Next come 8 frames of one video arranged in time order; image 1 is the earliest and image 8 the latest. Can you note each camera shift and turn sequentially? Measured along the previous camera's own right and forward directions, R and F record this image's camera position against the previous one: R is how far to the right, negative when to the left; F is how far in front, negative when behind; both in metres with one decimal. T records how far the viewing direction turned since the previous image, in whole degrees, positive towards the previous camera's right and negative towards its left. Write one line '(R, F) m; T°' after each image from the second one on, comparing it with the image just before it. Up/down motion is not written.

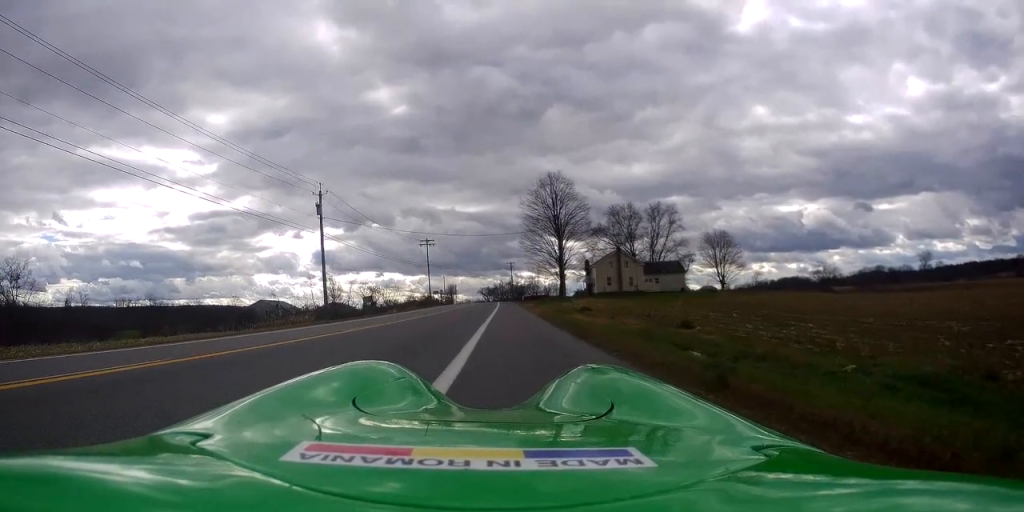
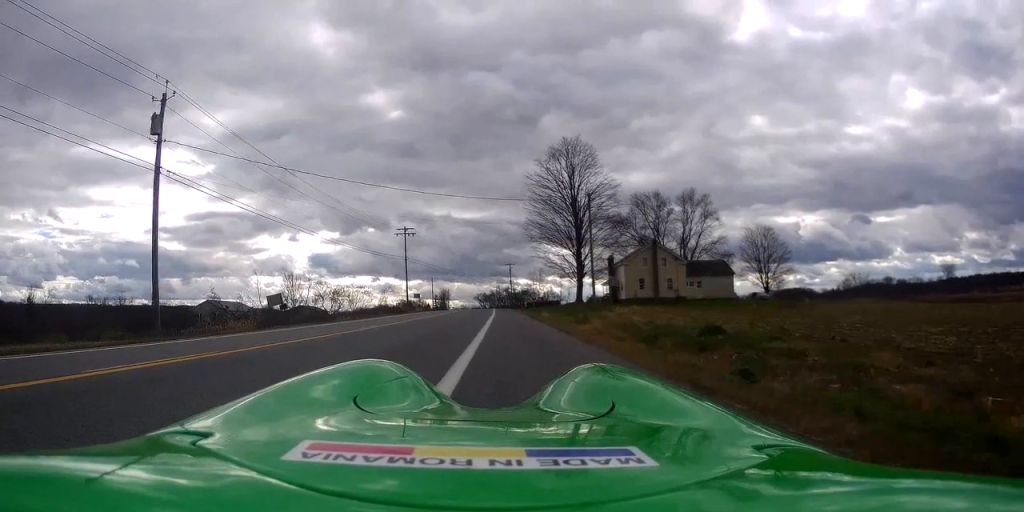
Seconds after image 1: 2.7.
(0.0, +22.6) m; 0°
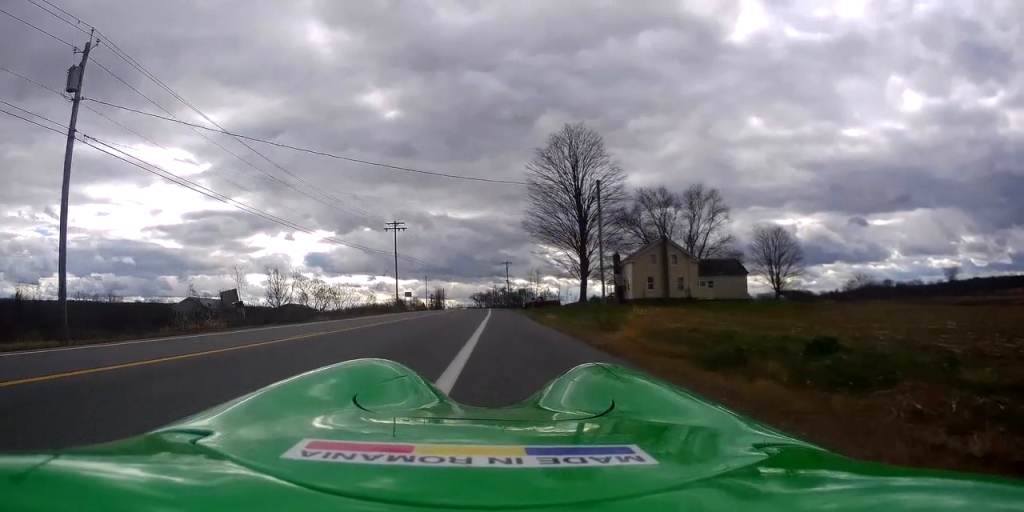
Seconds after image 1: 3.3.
(+0.1, +5.5) m; 0°
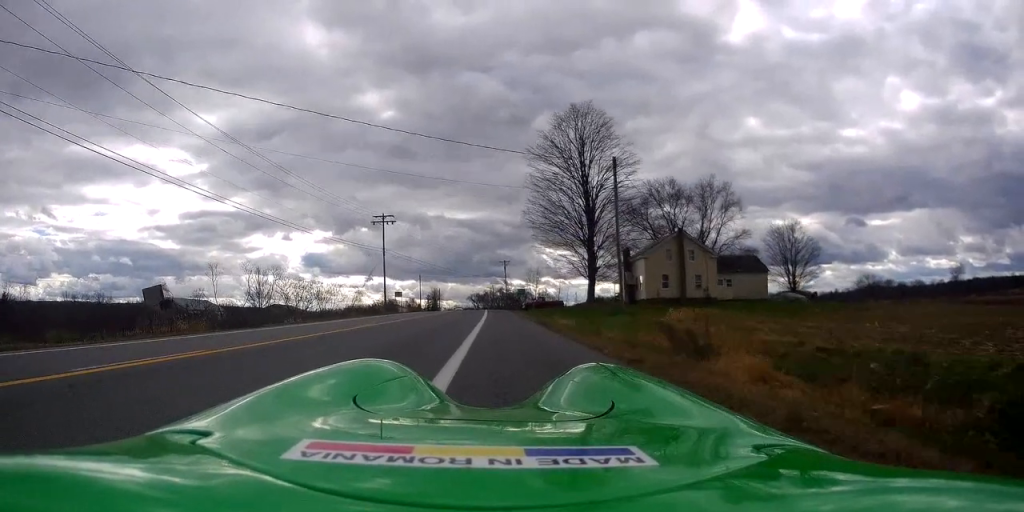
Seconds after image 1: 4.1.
(0.0, +6.5) m; -2°
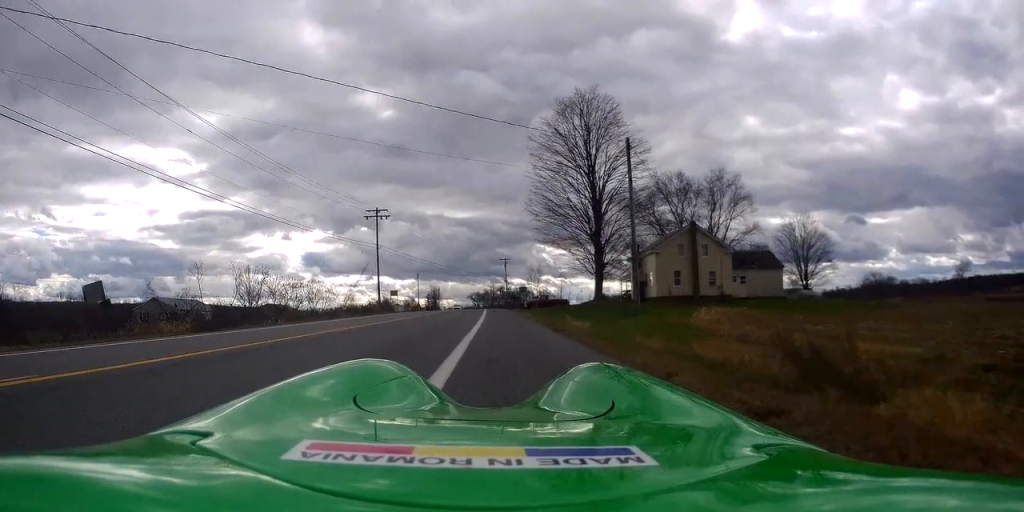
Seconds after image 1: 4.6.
(0.0, +3.8) m; 0°
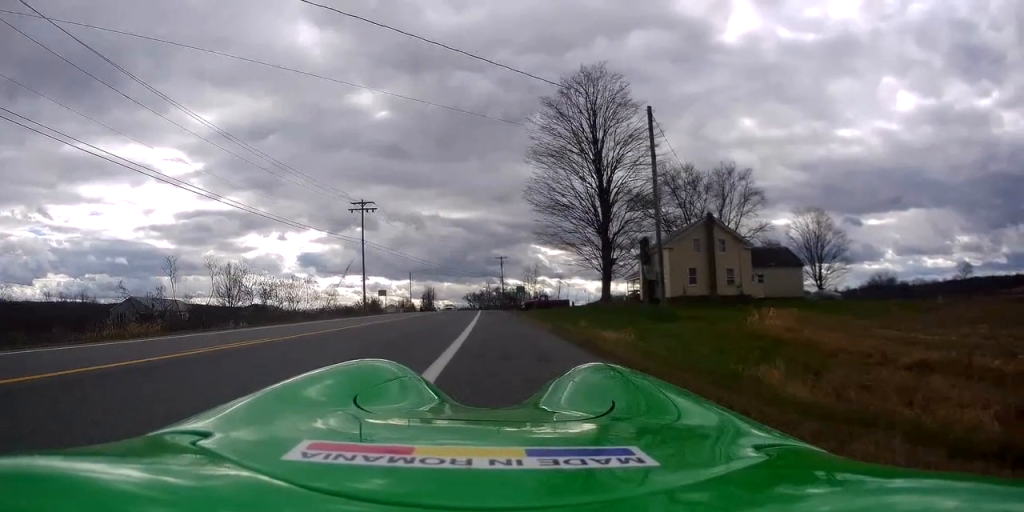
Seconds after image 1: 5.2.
(-0.4, +5.4) m; +2°
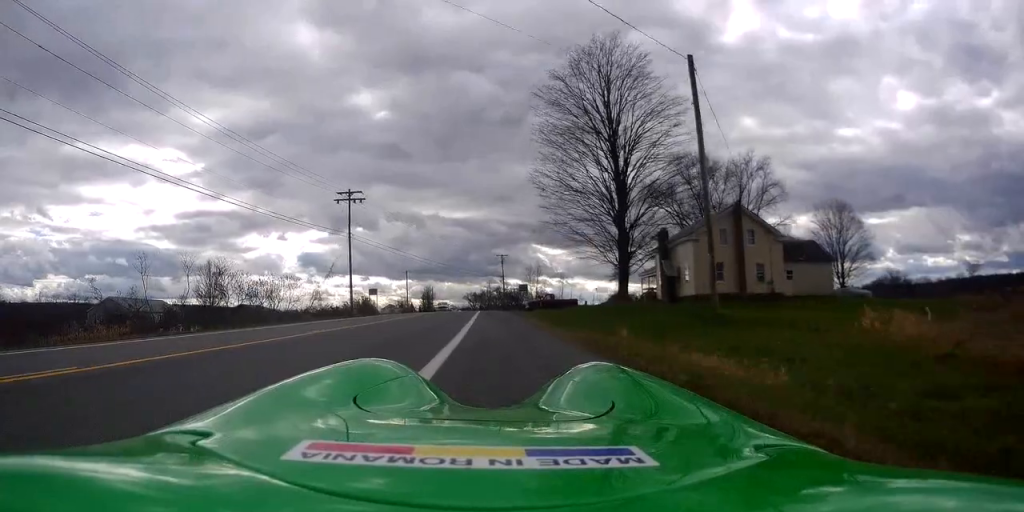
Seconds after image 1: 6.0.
(+0.5, +6.0) m; +2°
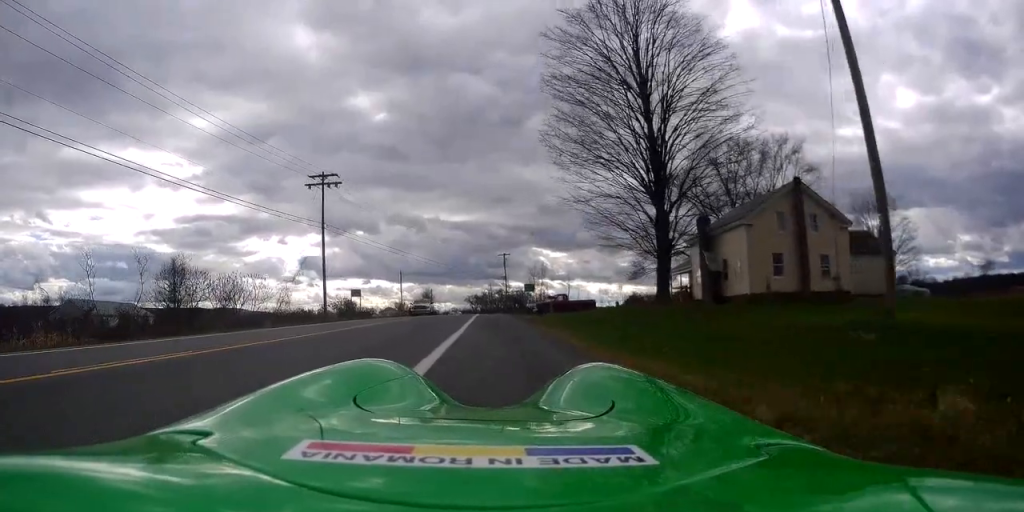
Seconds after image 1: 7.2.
(-0.1, +9.3) m; -1°
